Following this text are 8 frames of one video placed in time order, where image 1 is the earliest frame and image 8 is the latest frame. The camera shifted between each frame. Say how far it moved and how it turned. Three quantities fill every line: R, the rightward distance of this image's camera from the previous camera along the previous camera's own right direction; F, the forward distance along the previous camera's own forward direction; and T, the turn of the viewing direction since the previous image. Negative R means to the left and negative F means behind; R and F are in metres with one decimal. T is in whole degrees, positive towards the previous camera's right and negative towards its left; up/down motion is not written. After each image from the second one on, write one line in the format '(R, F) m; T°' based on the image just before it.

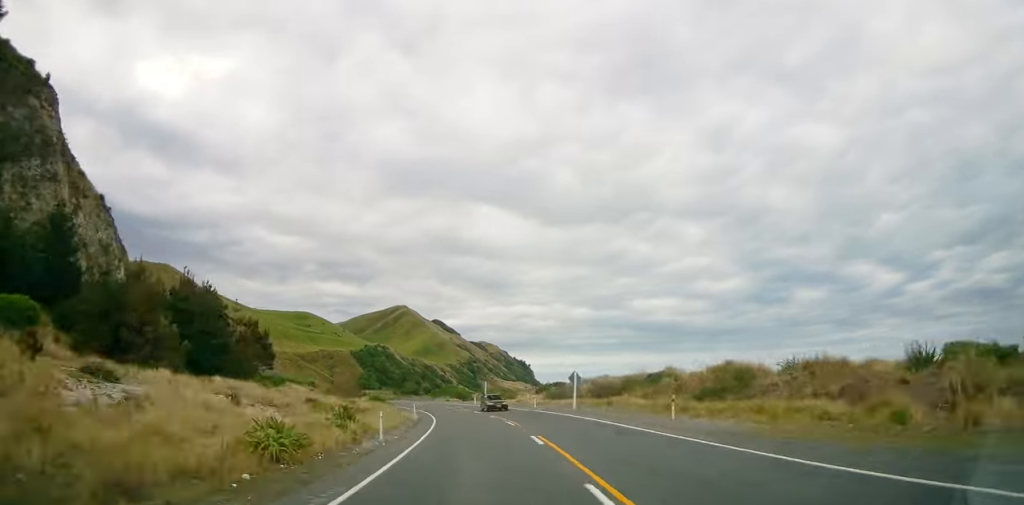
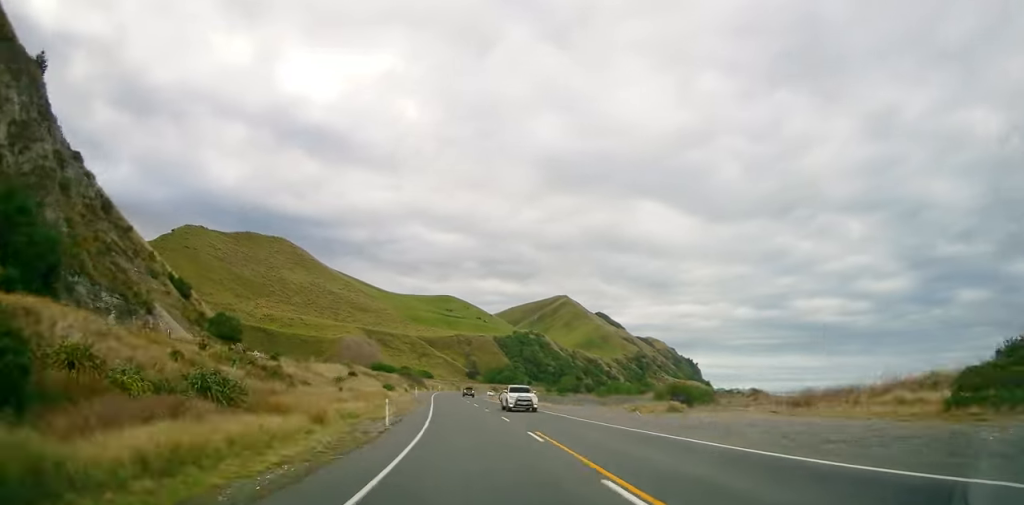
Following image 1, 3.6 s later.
(-8.0, +77.6) m; -10°
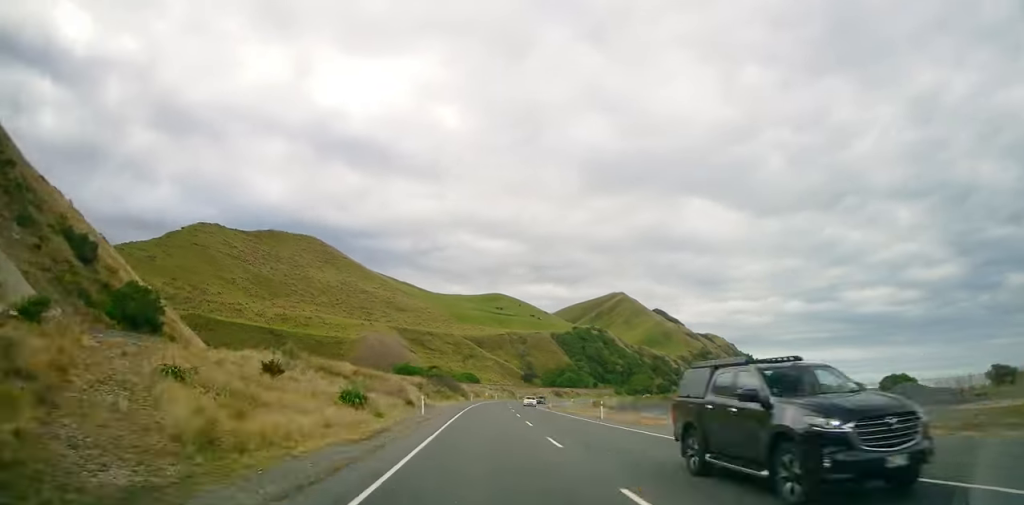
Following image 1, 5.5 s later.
(-2.6, +40.4) m; +2°
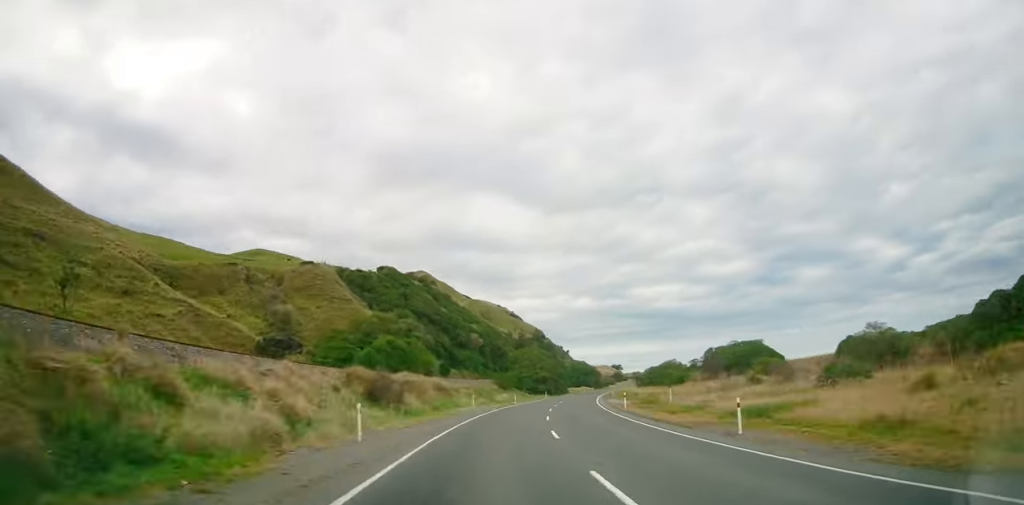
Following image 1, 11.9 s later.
(+12.1, +137.6) m; +20°
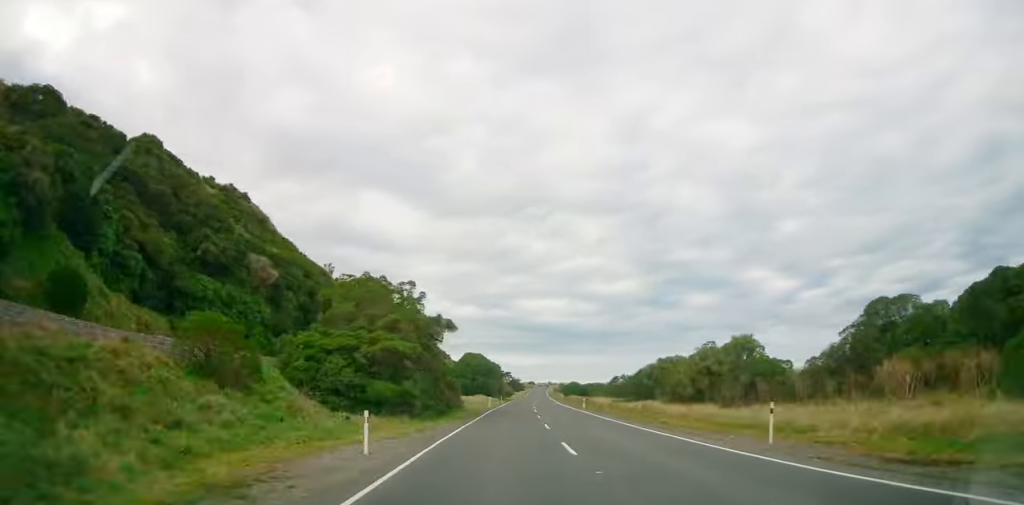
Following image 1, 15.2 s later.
(+11.6, +73.6) m; +9°
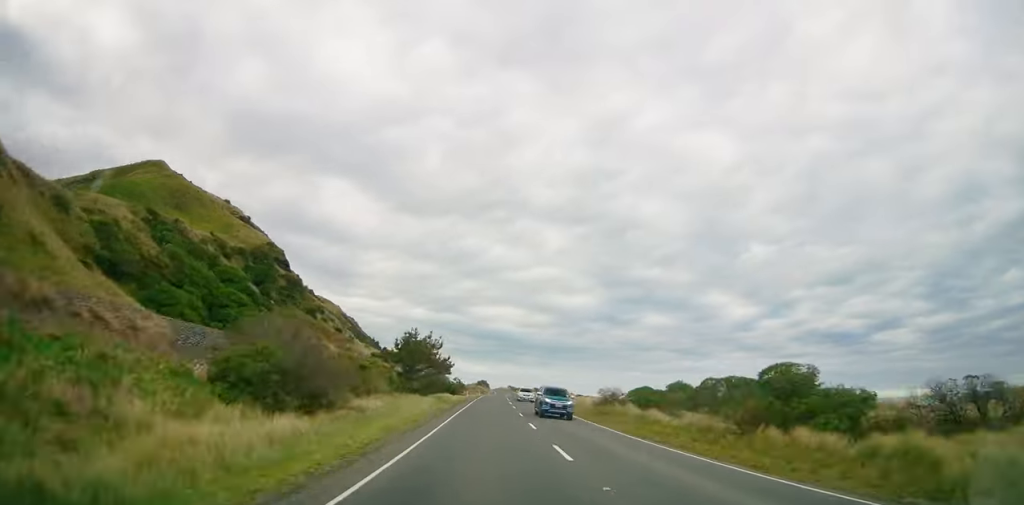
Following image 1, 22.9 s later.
(+8.9, +178.0) m; +4°
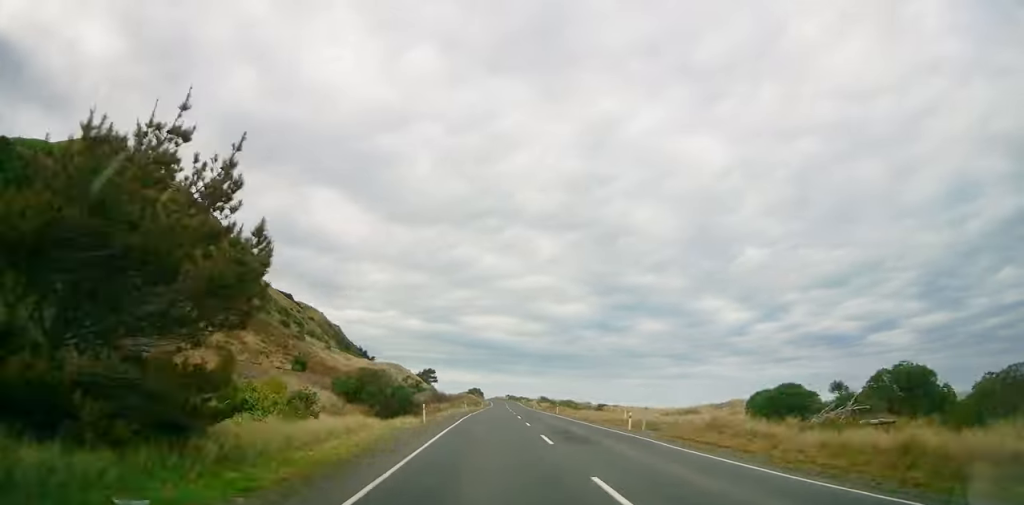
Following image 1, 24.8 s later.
(+0.2, +43.9) m; 0°
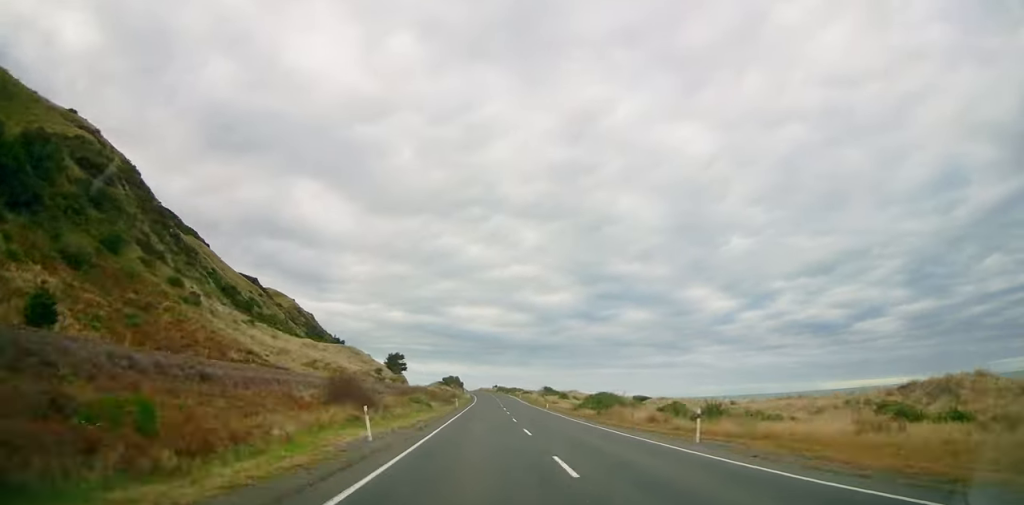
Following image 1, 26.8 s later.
(+0.5, +47.1) m; 0°
